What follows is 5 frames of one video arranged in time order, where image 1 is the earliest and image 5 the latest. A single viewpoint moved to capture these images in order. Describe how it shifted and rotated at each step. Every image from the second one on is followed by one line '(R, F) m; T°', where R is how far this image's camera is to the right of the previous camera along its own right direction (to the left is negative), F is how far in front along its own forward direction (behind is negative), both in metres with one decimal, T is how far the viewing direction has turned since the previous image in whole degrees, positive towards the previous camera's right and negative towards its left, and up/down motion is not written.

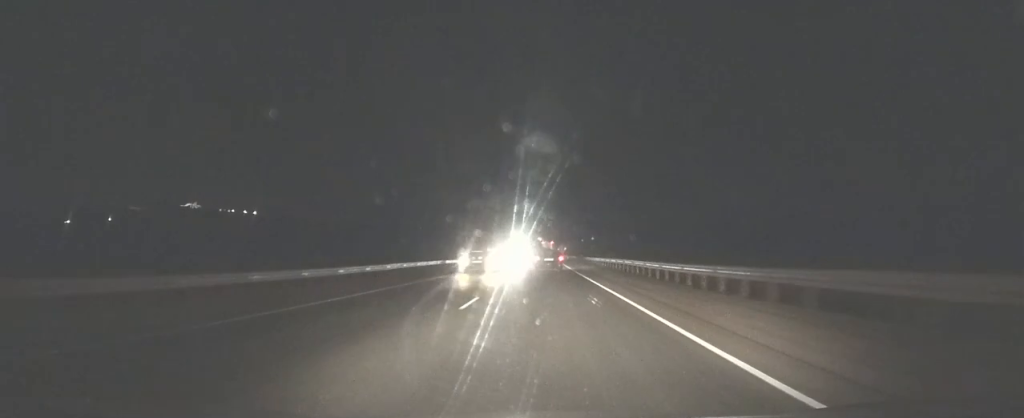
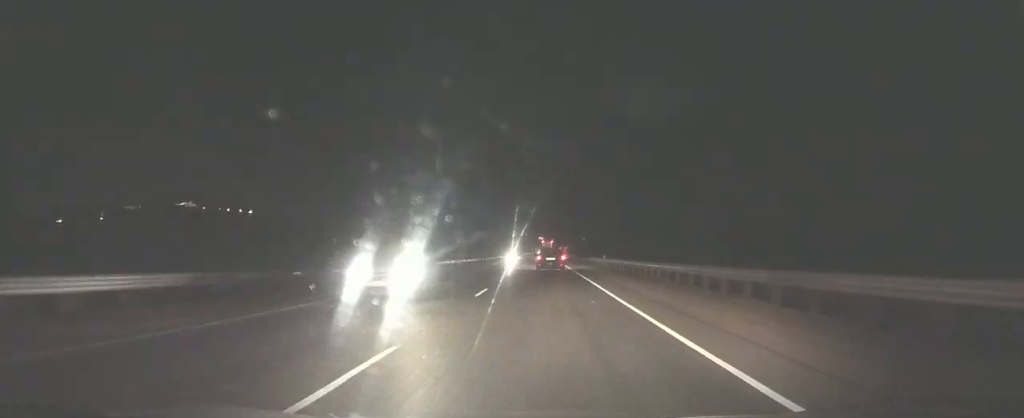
(0.0, +33.7) m; 0°
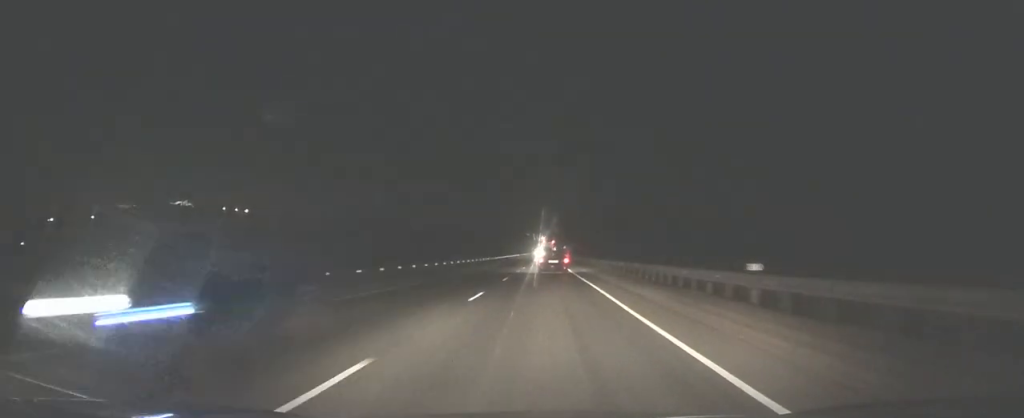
(0.0, +37.8) m; 0°
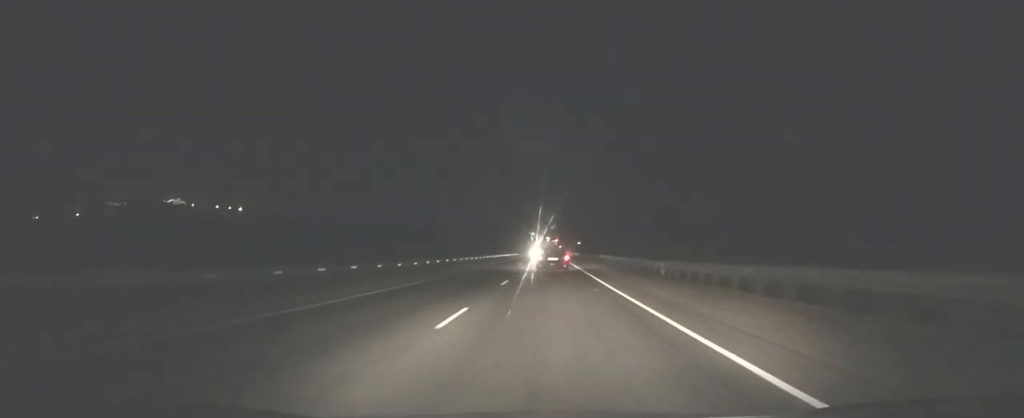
(-0.1, +65.9) m; 0°
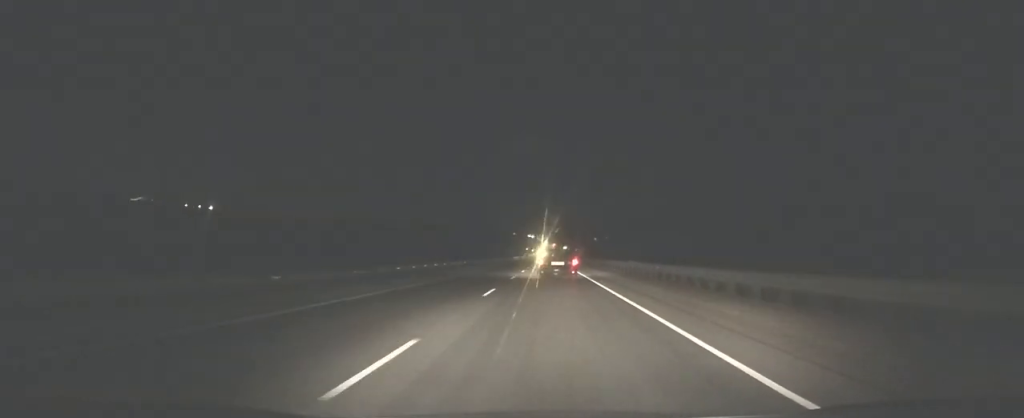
(-0.2, +156.8) m; 0°
